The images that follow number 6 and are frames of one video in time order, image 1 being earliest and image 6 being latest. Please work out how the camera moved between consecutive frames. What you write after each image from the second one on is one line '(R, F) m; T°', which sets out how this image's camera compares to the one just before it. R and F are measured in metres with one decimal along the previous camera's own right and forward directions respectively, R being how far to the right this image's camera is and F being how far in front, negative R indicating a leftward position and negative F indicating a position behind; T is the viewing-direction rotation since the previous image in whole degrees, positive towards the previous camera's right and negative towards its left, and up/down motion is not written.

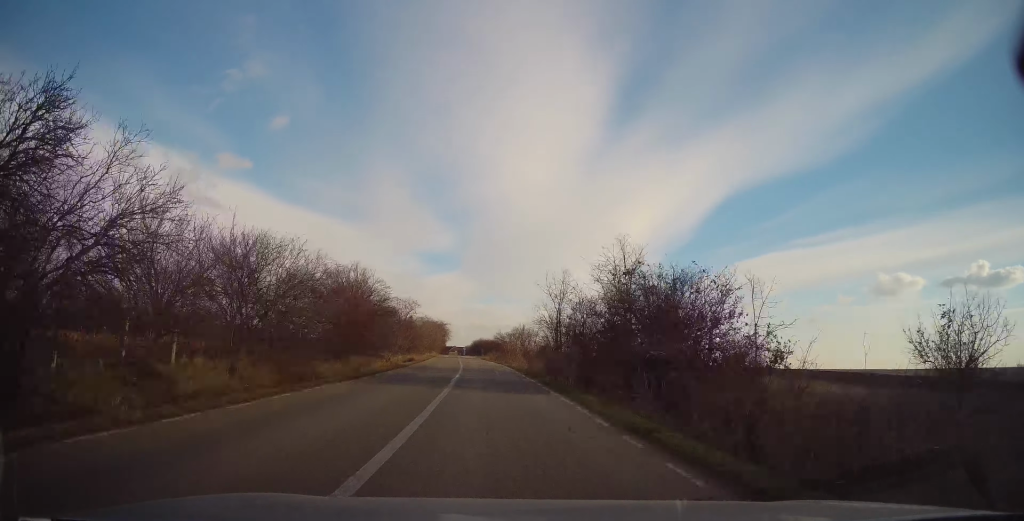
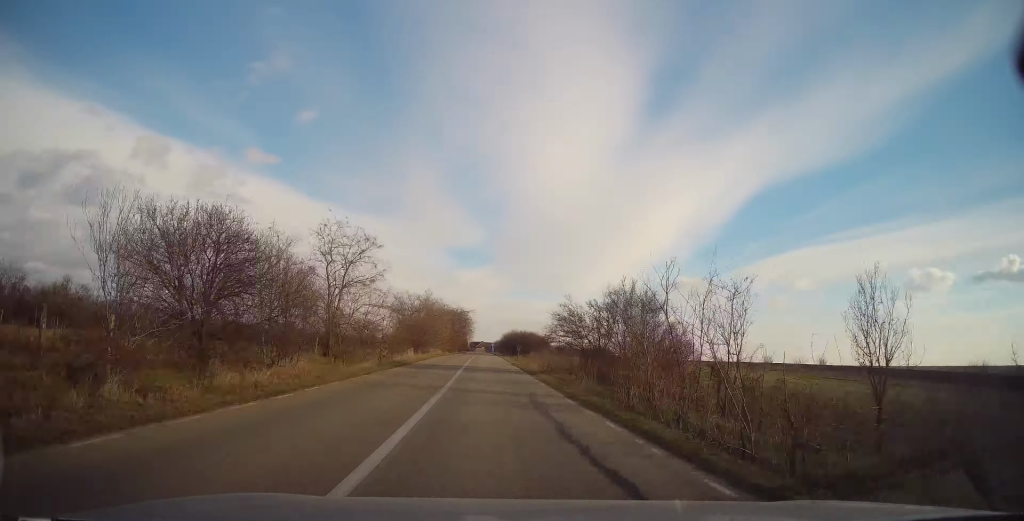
(-1.7, +43.9) m; -3°
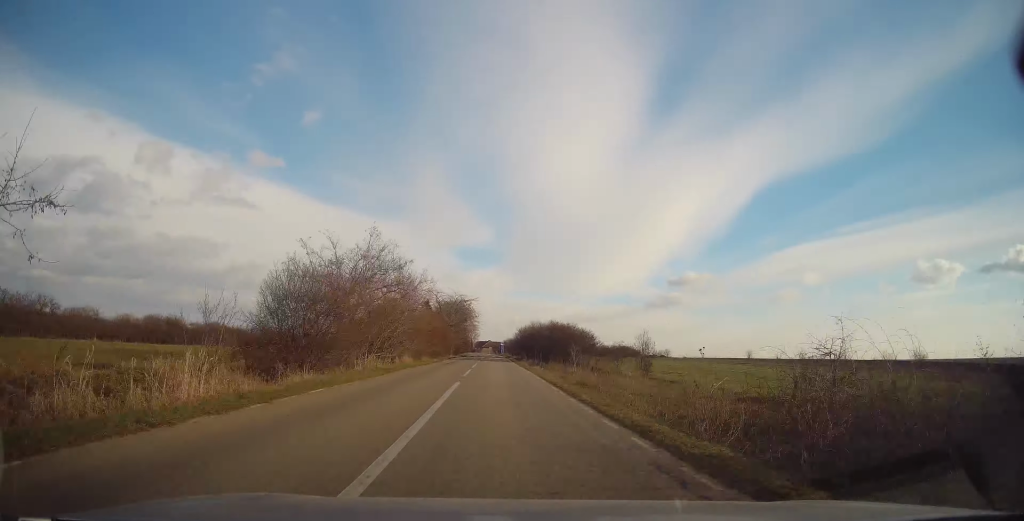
(0.0, +32.5) m; -1°
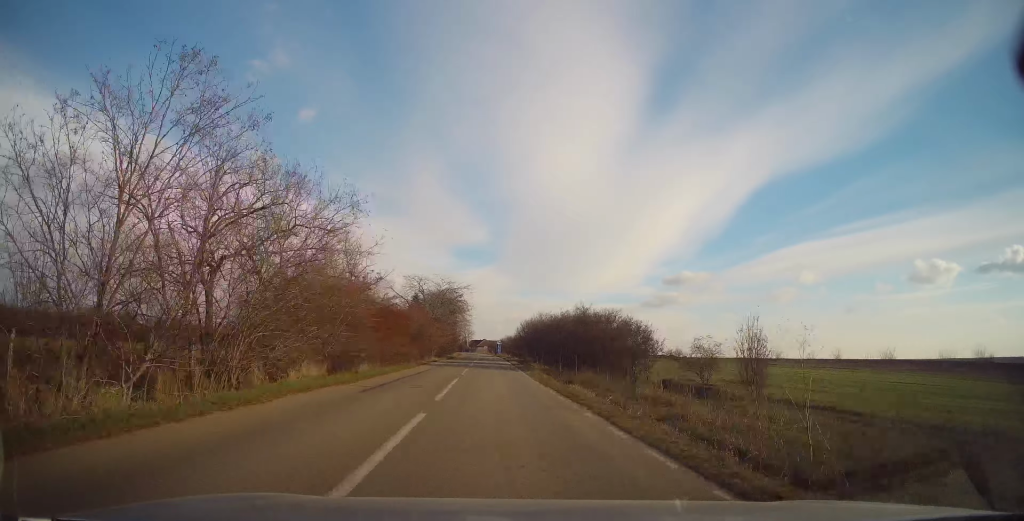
(-0.4, +19.1) m; 0°
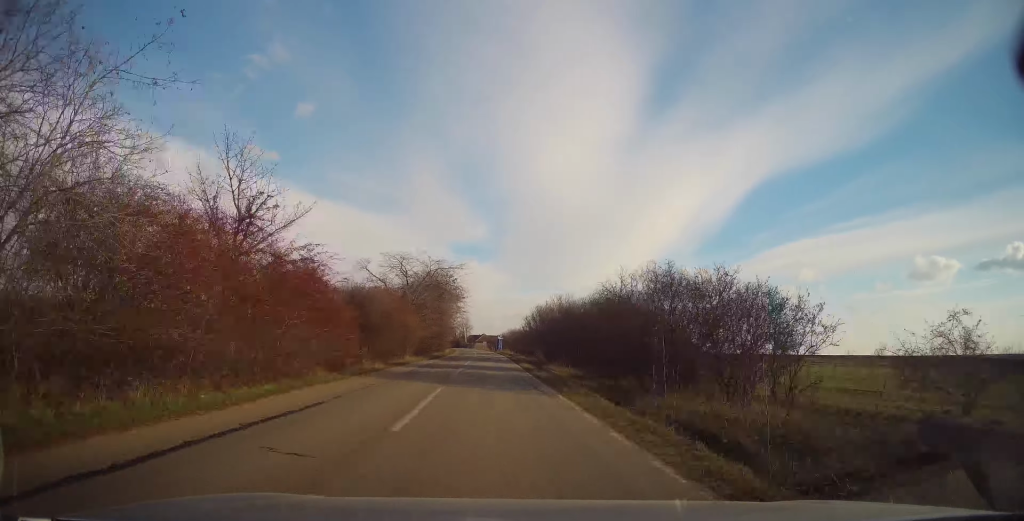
(+0.4, +16.2) m; 0°
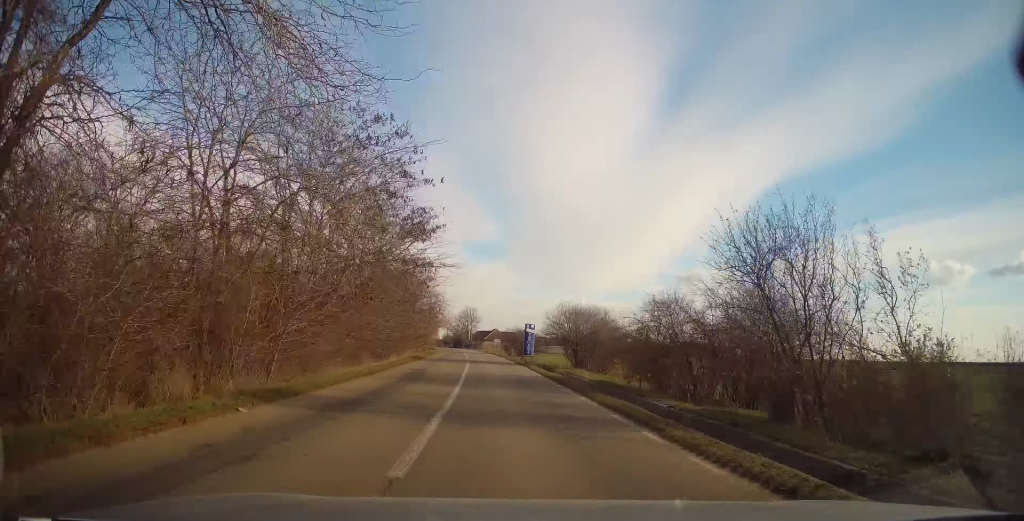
(-0.9, +58.2) m; -1°
